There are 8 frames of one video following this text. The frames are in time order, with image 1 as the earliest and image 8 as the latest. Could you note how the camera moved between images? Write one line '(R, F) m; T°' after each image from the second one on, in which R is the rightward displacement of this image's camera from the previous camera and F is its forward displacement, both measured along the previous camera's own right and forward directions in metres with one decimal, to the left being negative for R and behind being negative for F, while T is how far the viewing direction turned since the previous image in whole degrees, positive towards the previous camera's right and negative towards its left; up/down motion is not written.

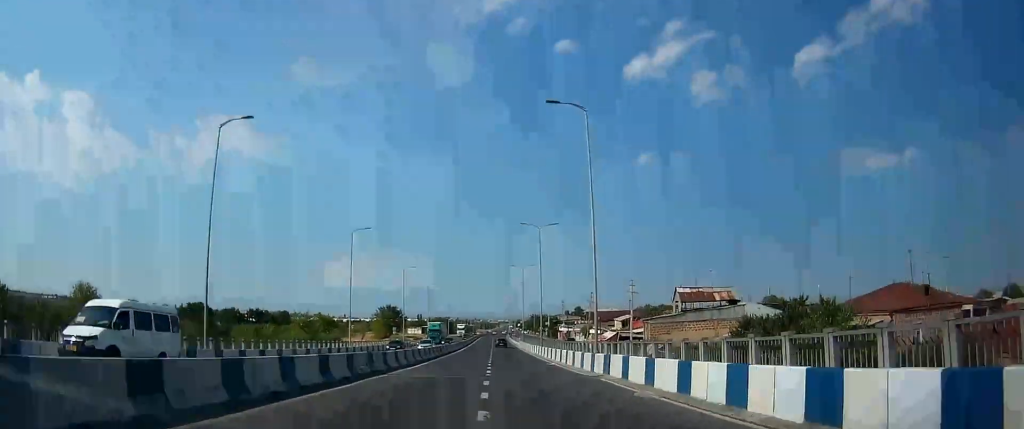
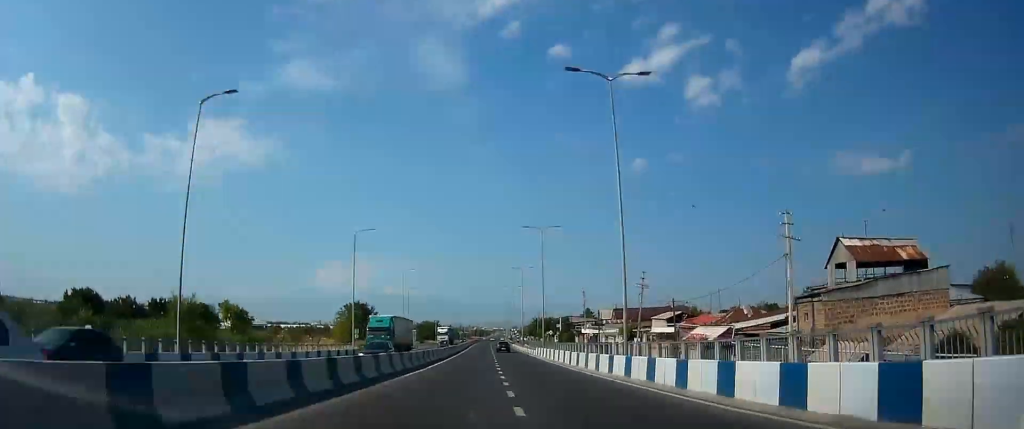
(+0.3, +34.2) m; +1°
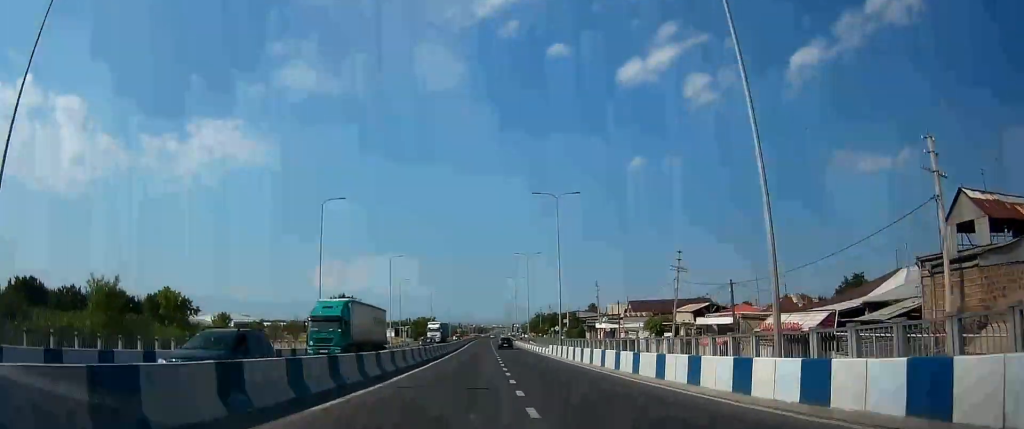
(0.0, +12.6) m; 0°
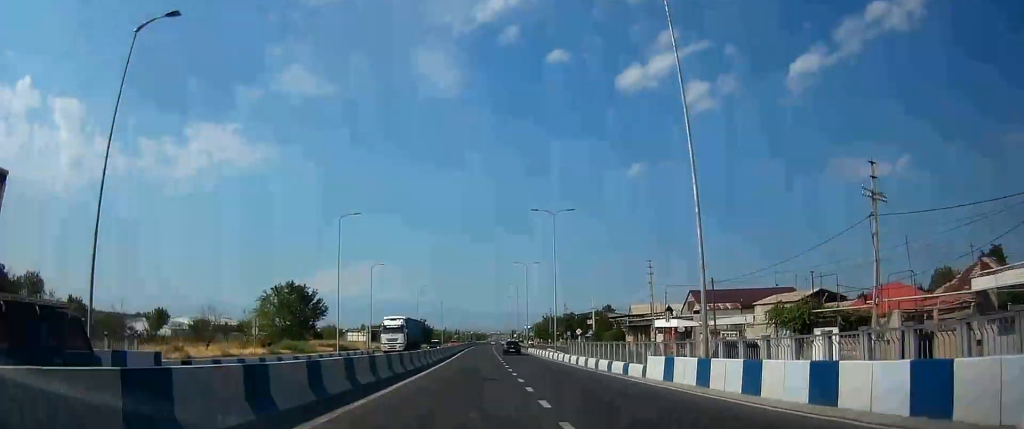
(+0.2, +30.1) m; +1°
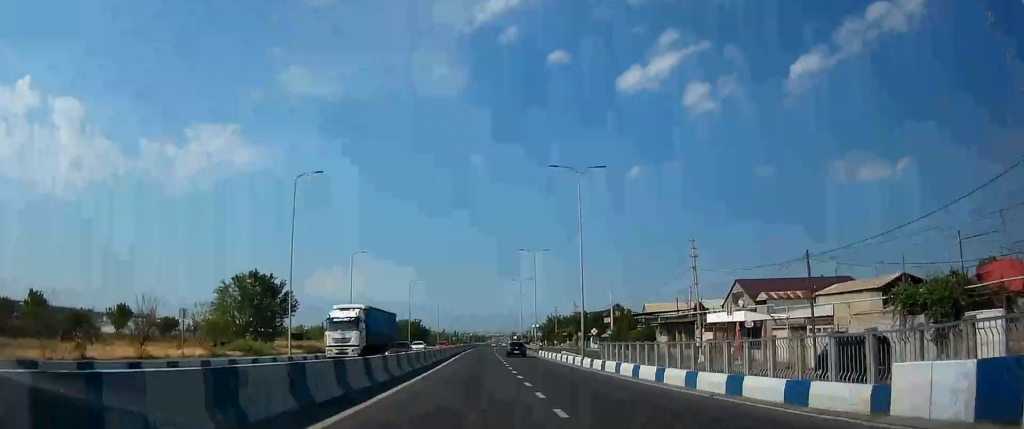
(+0.1, +13.6) m; 0°
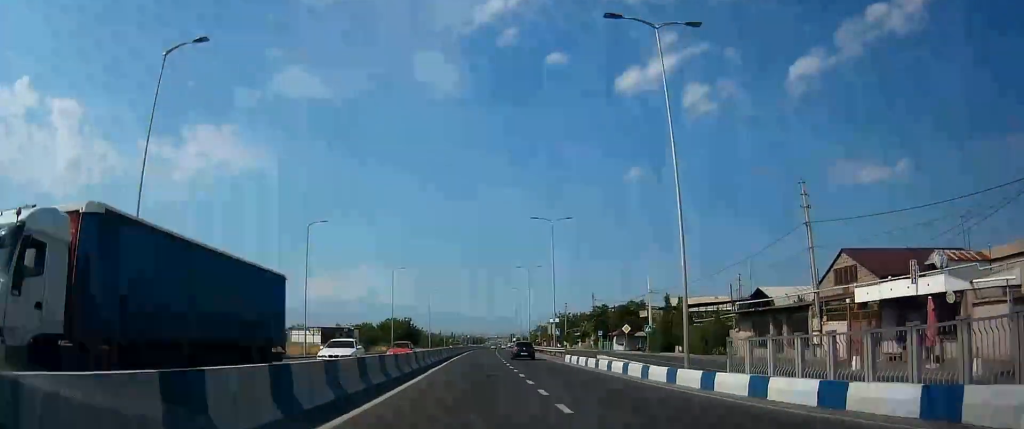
(0.0, +19.5) m; 0°
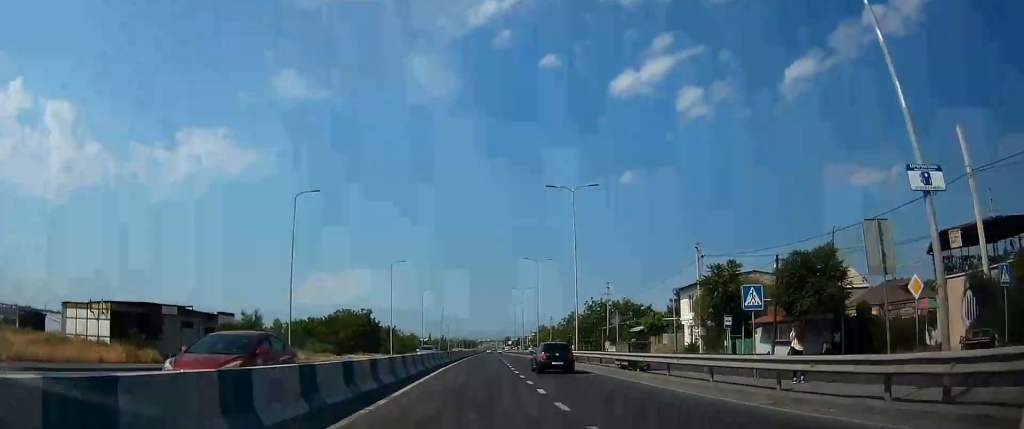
(+0.5, +47.5) m; +1°
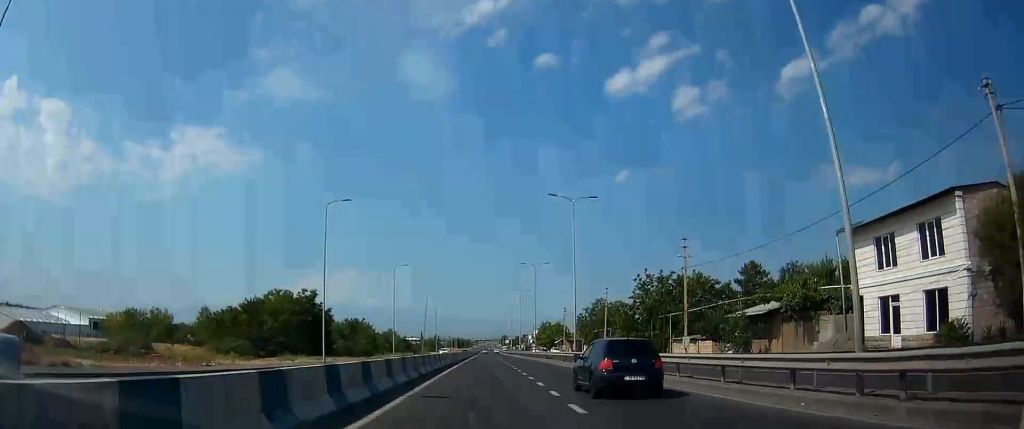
(+0.1, +32.7) m; 0°
